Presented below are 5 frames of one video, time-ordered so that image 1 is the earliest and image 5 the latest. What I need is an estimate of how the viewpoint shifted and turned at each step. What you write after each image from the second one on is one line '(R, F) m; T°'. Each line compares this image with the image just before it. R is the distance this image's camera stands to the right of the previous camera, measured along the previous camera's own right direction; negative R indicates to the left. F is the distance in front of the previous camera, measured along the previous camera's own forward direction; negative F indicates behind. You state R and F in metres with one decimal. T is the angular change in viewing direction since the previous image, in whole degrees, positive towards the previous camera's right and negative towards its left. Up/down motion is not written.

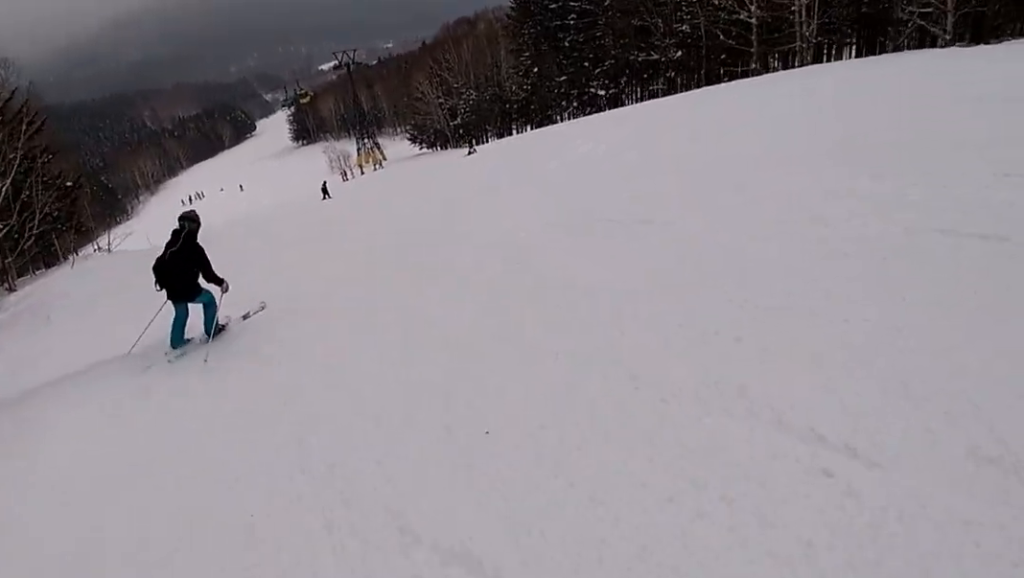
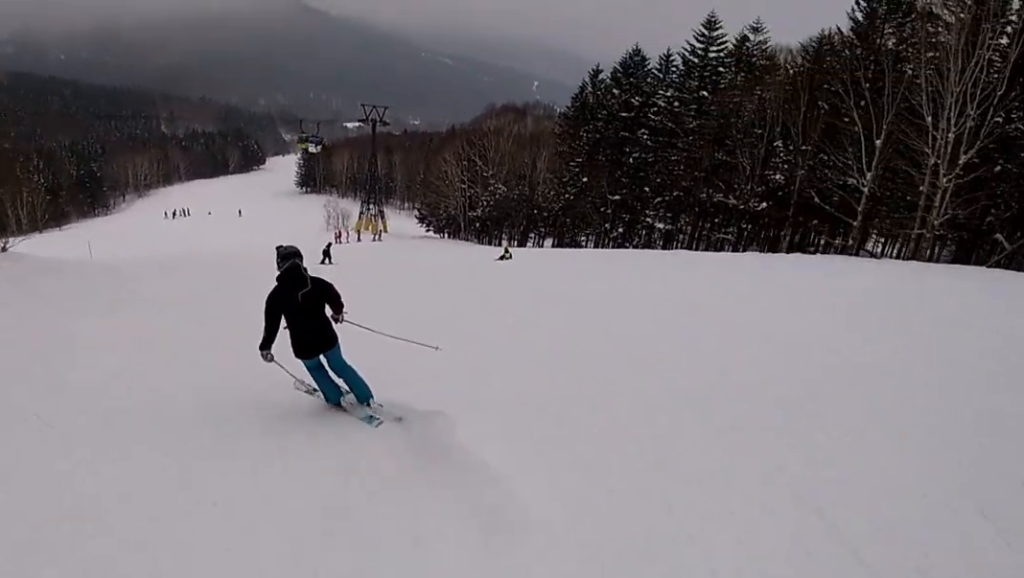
(+1.5, +9.7) m; +7°
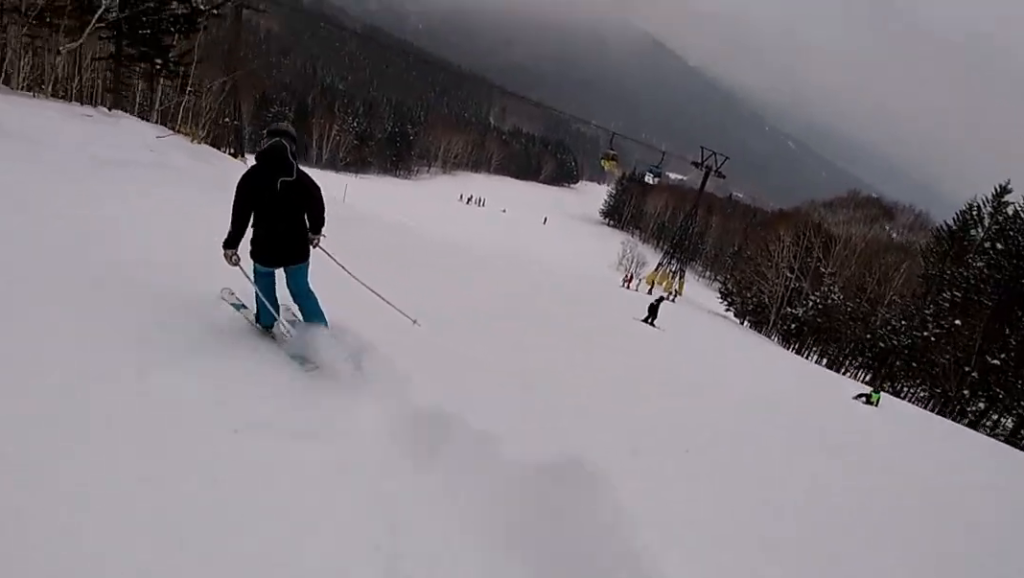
(-0.3, +8.8) m; -16°
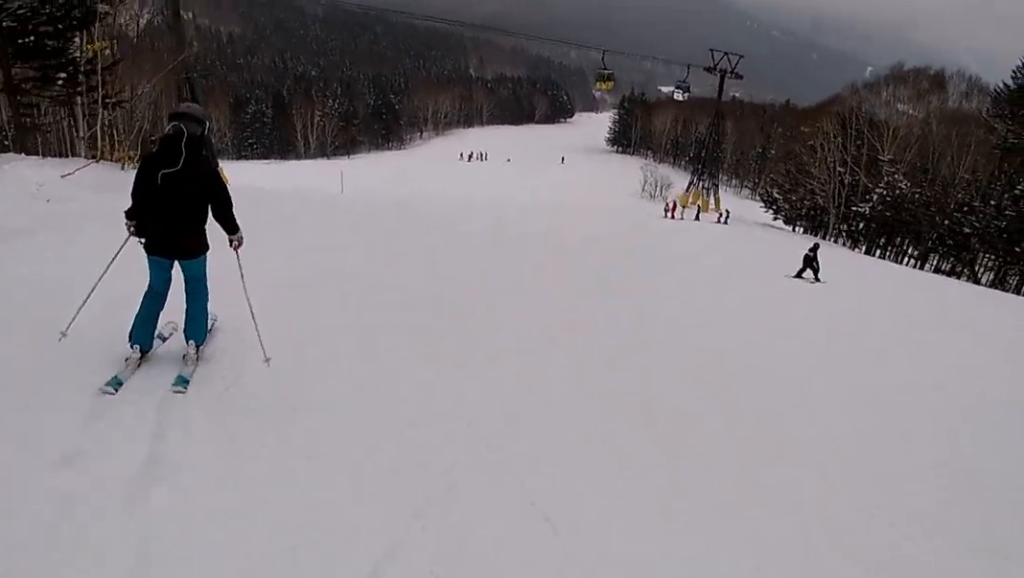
(-1.8, +6.2) m; -2°
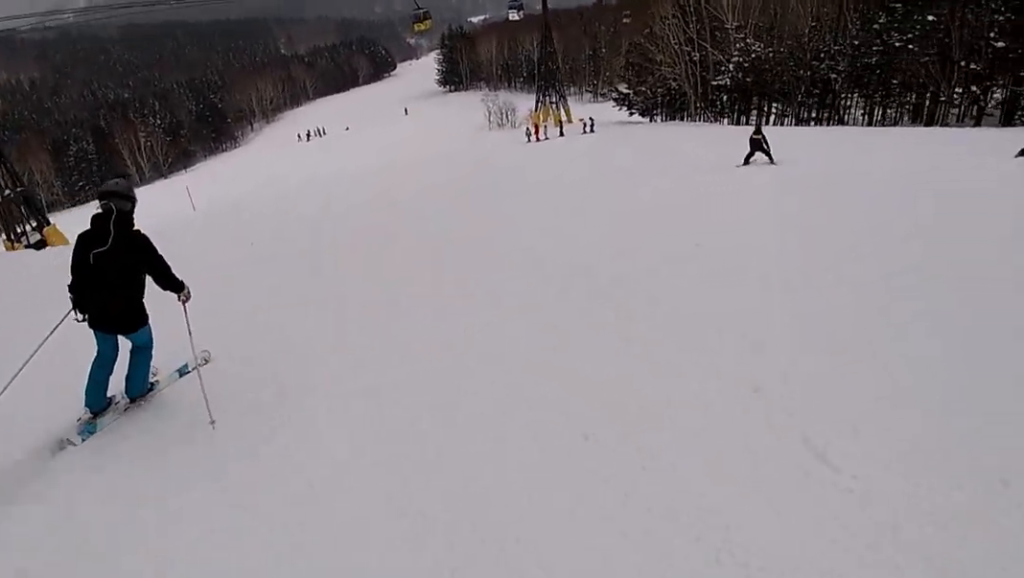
(+0.1, +3.6) m; +4°
